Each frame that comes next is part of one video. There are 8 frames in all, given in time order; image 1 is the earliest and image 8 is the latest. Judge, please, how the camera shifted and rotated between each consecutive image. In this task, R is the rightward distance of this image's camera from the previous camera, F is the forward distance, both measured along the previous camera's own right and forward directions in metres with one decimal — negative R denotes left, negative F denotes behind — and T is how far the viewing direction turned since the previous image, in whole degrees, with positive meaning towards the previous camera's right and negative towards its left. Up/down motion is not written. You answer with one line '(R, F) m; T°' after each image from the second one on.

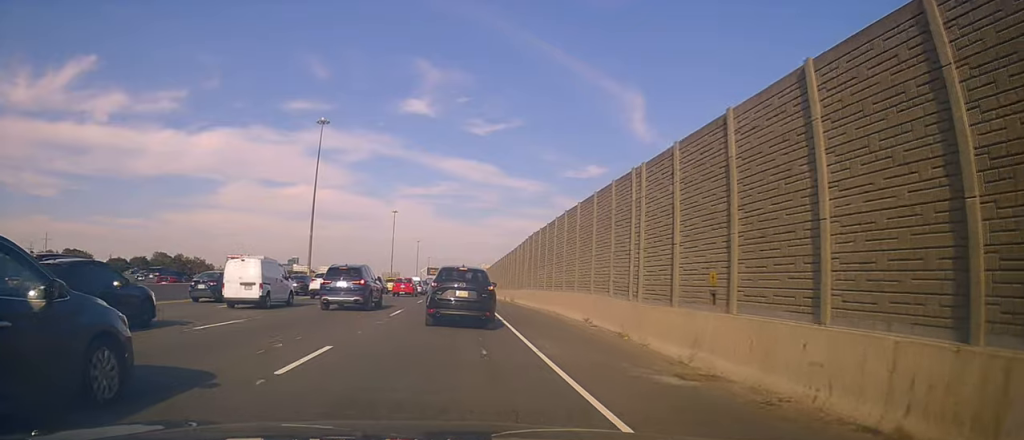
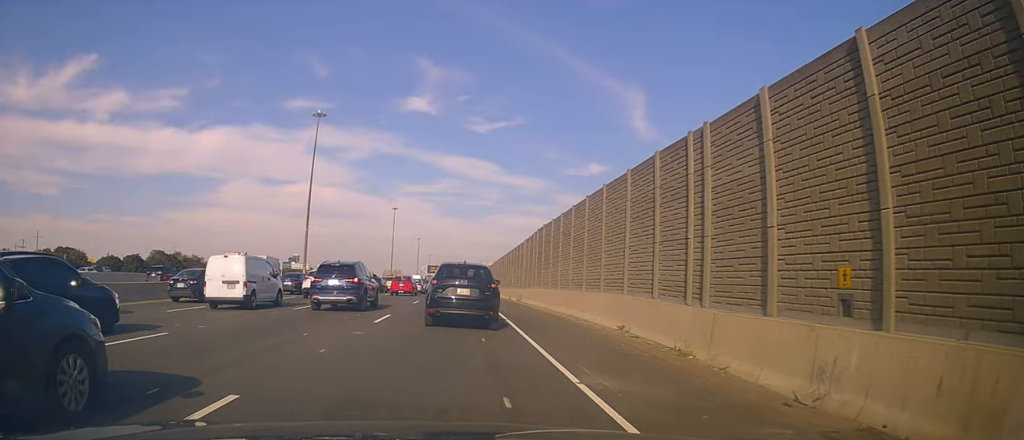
(-0.1, +4.8) m; 0°
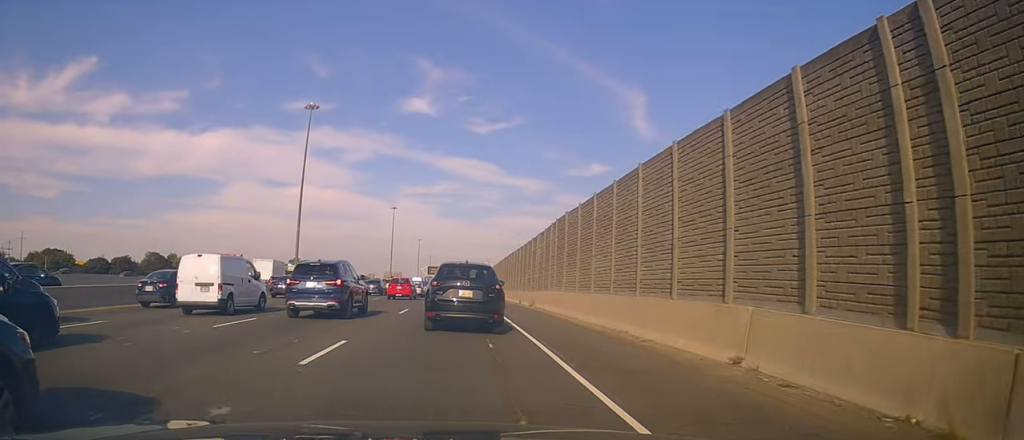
(0.0, +8.6) m; 0°
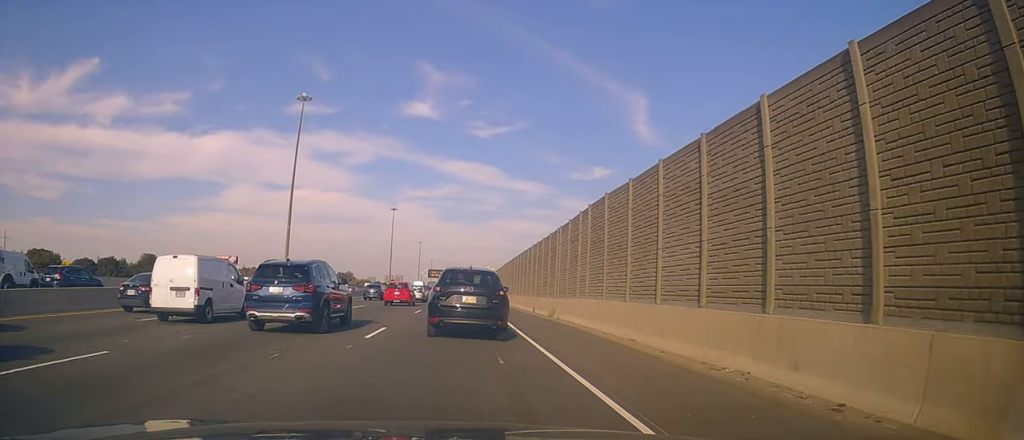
(0.0, +8.9) m; 0°
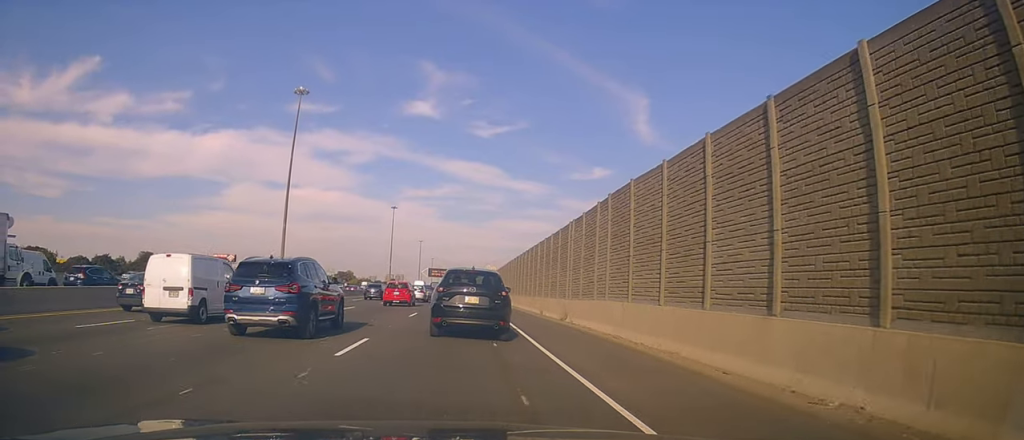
(-0.1, +3.6) m; 0°
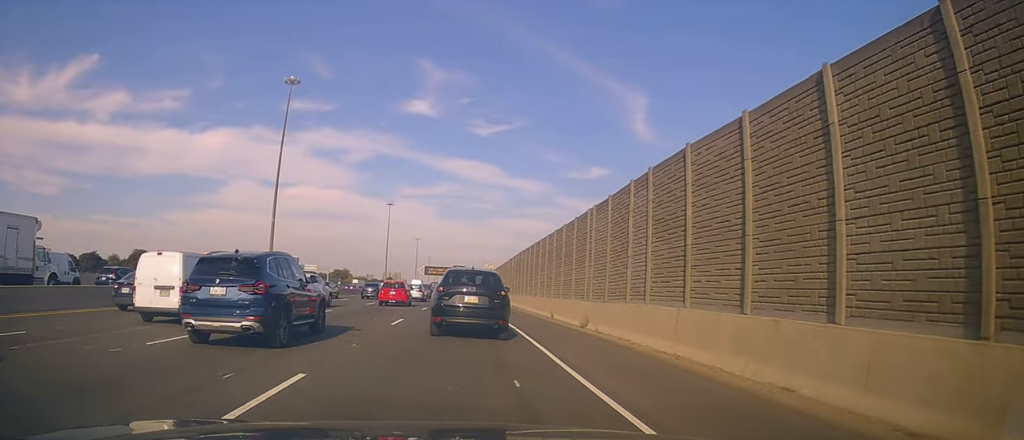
(+0.1, +5.2) m; 0°
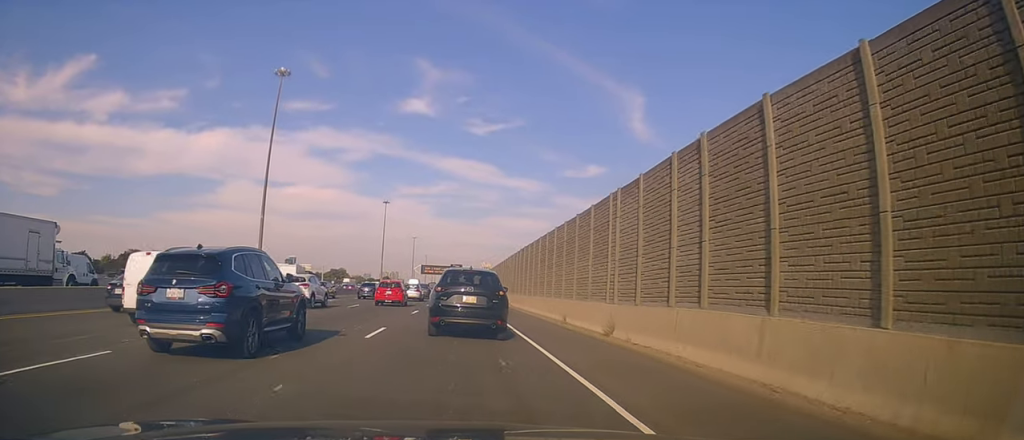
(0.0, +4.1) m; 0°
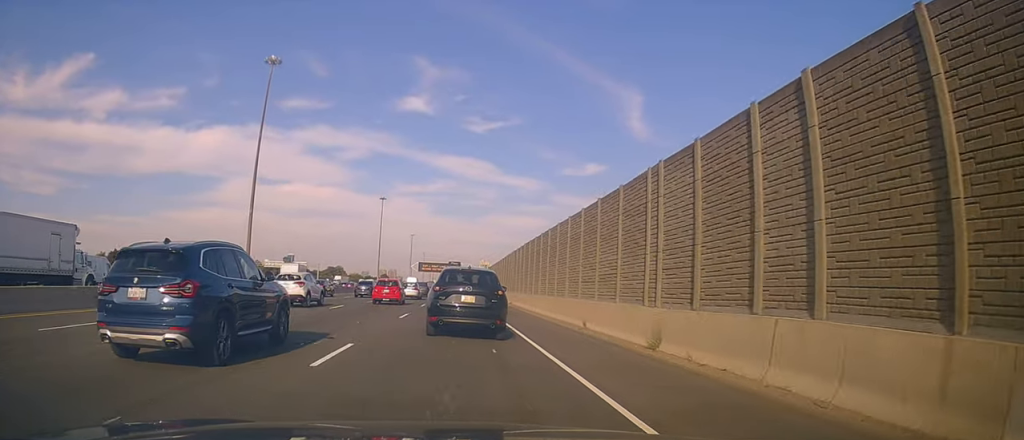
(-0.2, +4.2) m; +1°
